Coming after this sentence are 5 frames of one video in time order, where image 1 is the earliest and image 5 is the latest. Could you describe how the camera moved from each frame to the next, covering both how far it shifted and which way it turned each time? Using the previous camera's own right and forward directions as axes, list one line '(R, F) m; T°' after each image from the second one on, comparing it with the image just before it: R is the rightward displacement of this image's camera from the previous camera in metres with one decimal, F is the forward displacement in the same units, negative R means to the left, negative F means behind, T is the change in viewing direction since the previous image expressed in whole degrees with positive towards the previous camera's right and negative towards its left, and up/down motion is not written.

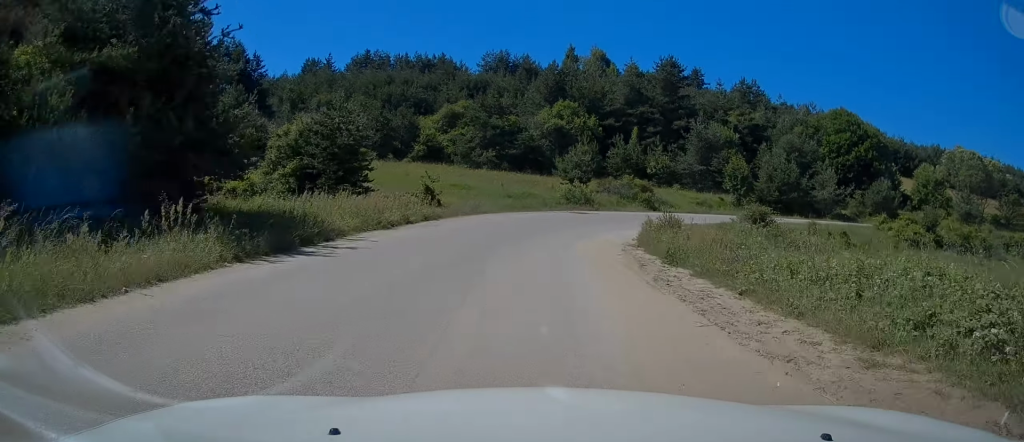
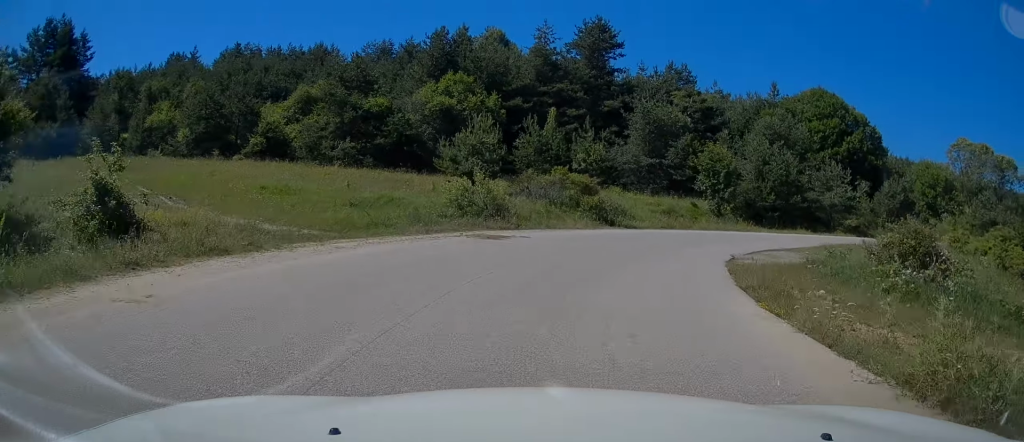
(+1.1, +20.4) m; +10°
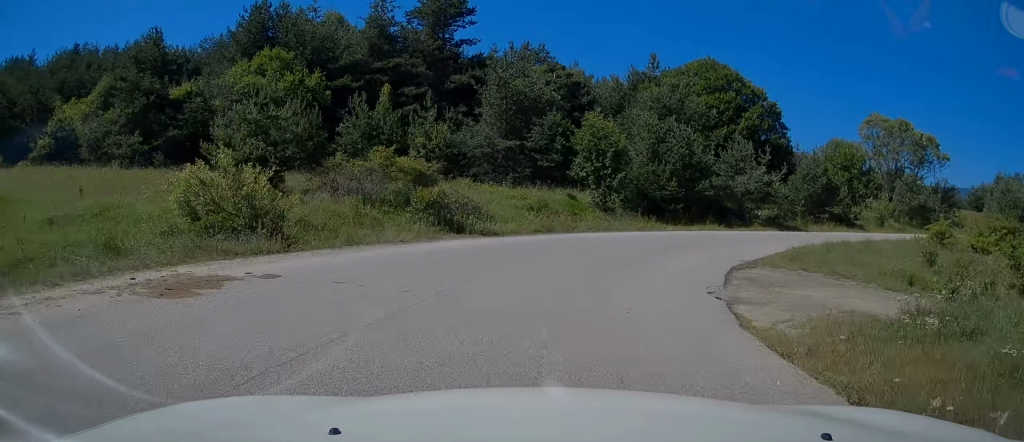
(+0.7, +9.7) m; +14°
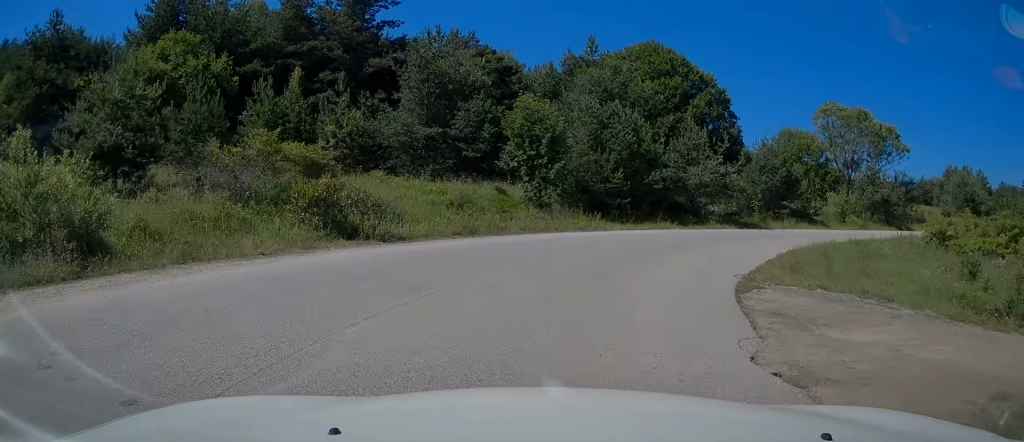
(+0.6, +4.2) m; +9°
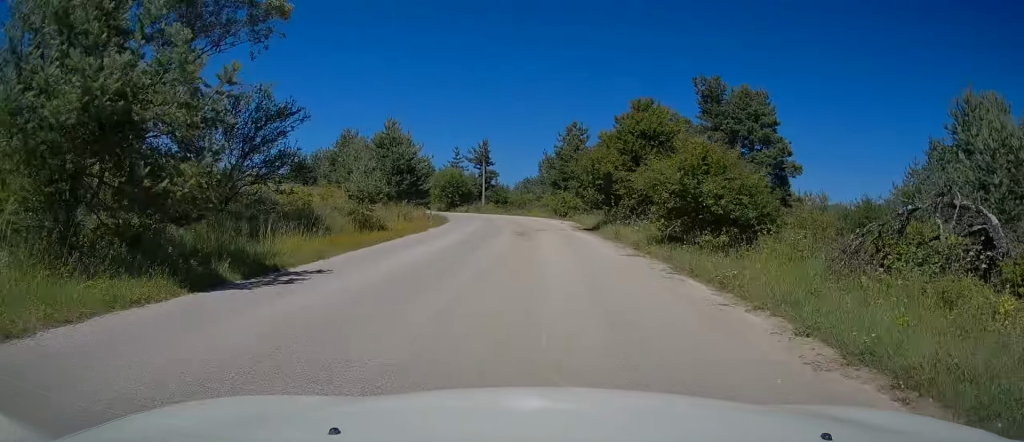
(+21.7, +33.3) m; +53°
